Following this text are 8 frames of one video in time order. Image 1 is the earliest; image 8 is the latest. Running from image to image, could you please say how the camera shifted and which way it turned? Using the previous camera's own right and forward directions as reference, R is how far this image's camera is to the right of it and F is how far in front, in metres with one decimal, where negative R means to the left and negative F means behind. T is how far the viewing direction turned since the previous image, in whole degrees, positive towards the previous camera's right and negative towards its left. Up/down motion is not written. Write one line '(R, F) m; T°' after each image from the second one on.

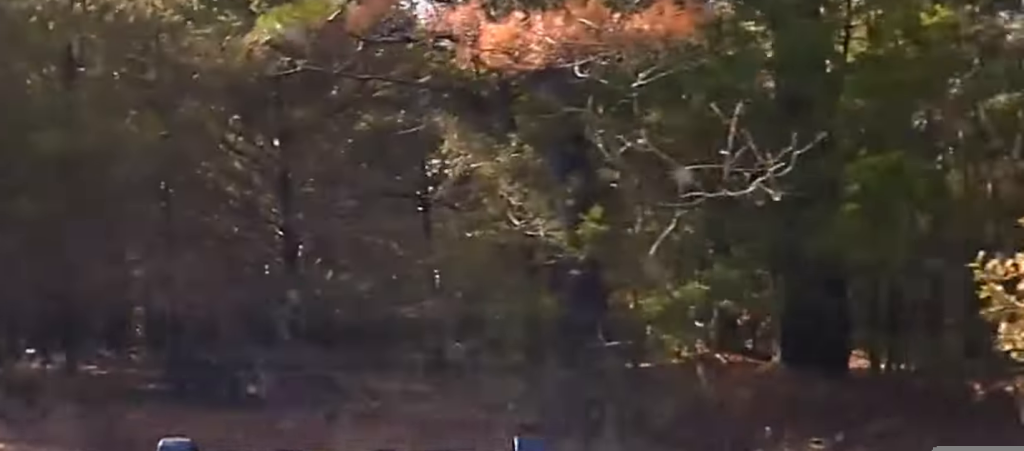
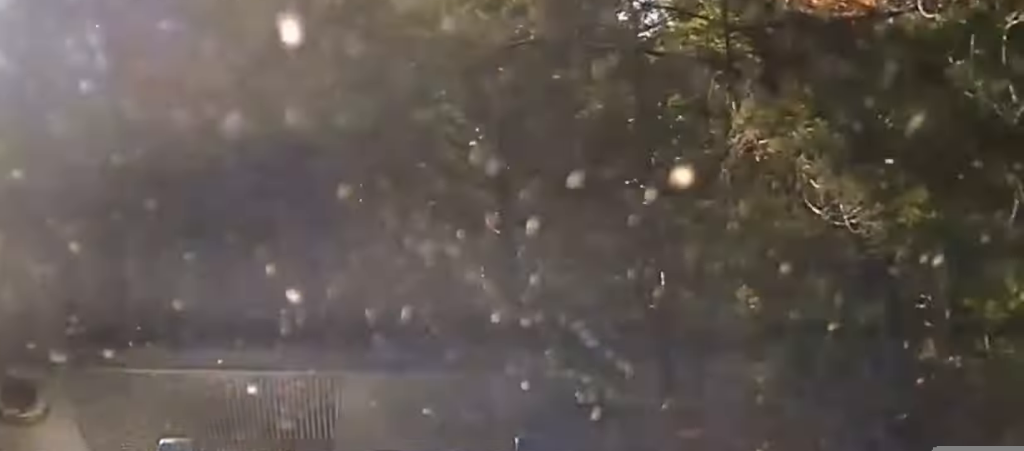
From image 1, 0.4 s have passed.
(-0.8, +2.2) m; -21°
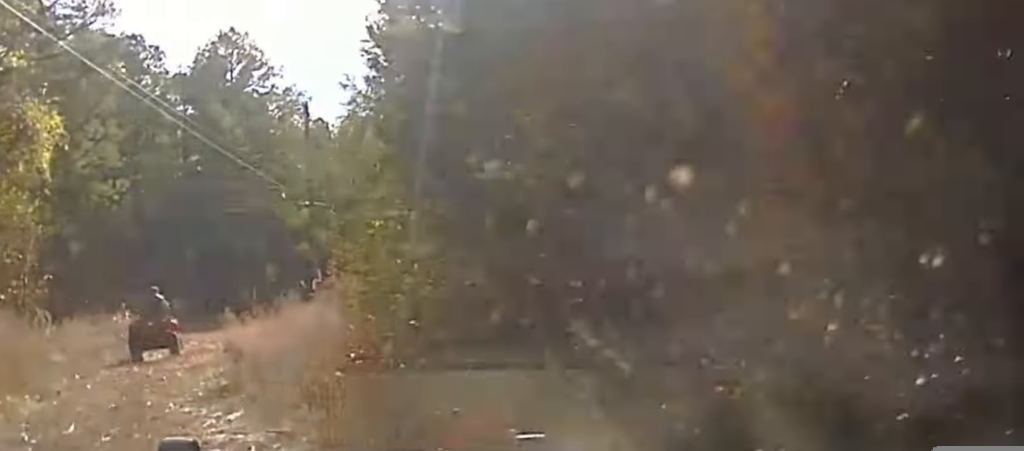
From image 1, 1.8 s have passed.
(-3.7, +5.2) m; -53°
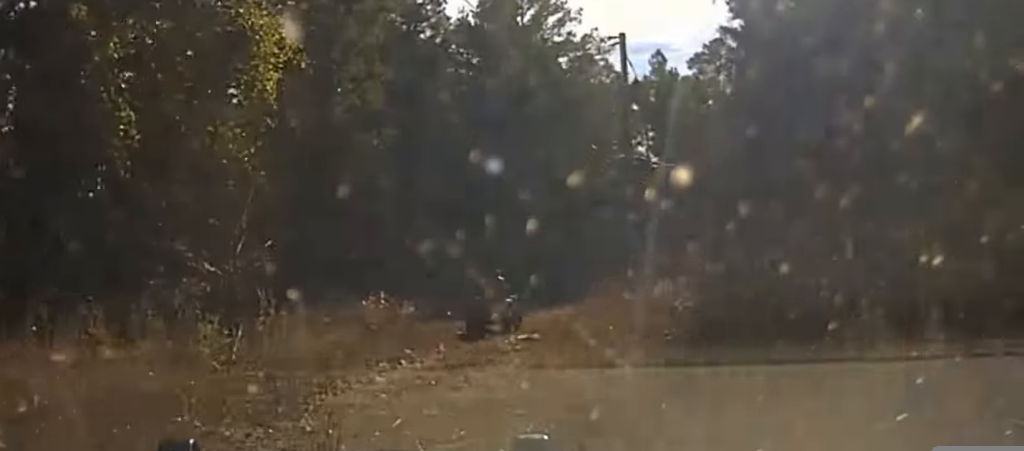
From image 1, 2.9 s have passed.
(-0.9, +7.2) m; -8°
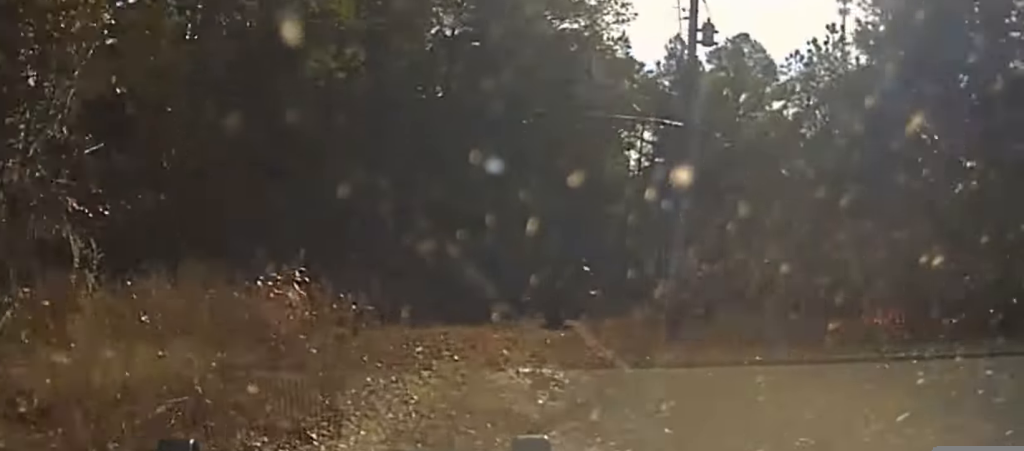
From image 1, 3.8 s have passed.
(0.0, +8.3) m; -2°
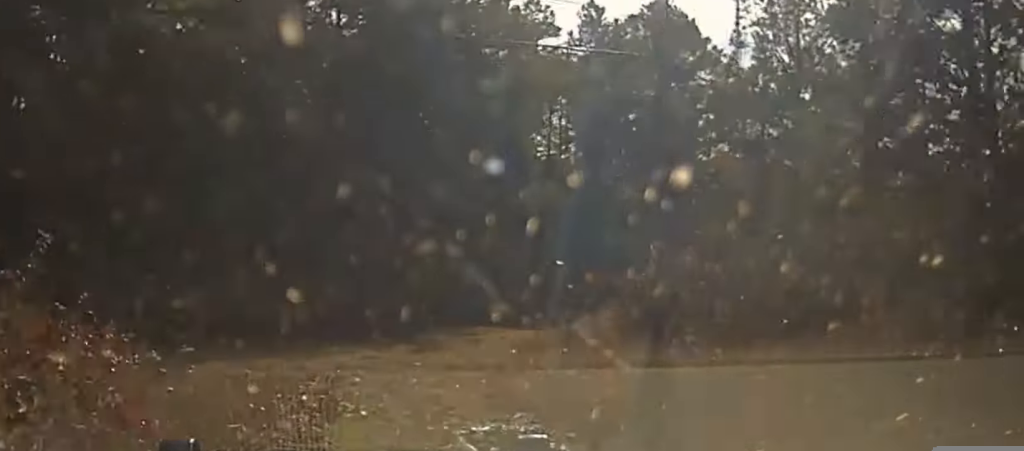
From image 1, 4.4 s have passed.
(-0.1, +5.7) m; 0°
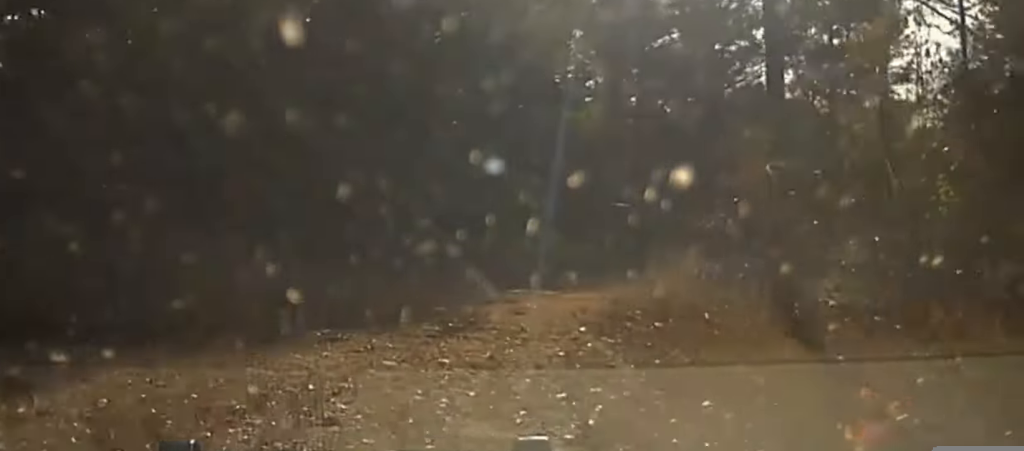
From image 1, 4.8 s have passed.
(-0.2, +4.6) m; 0°
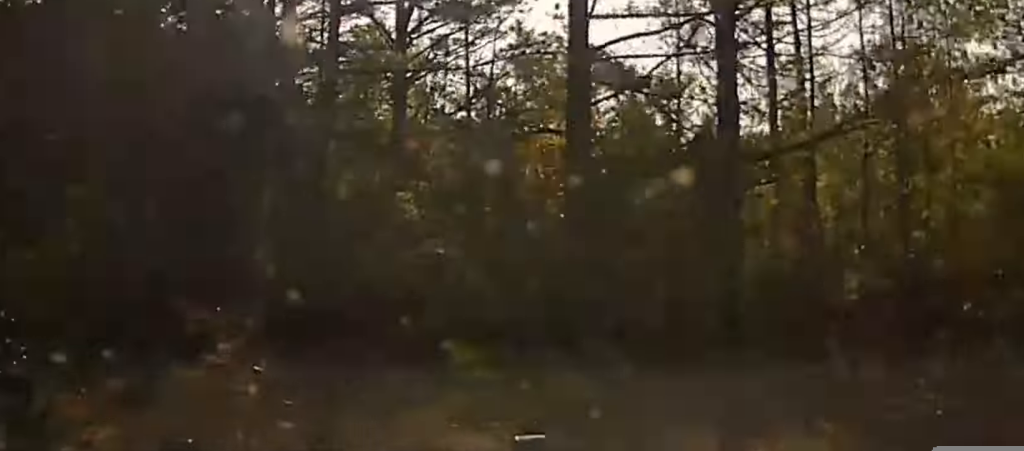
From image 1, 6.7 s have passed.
(+2.1, +20.6) m; +14°
